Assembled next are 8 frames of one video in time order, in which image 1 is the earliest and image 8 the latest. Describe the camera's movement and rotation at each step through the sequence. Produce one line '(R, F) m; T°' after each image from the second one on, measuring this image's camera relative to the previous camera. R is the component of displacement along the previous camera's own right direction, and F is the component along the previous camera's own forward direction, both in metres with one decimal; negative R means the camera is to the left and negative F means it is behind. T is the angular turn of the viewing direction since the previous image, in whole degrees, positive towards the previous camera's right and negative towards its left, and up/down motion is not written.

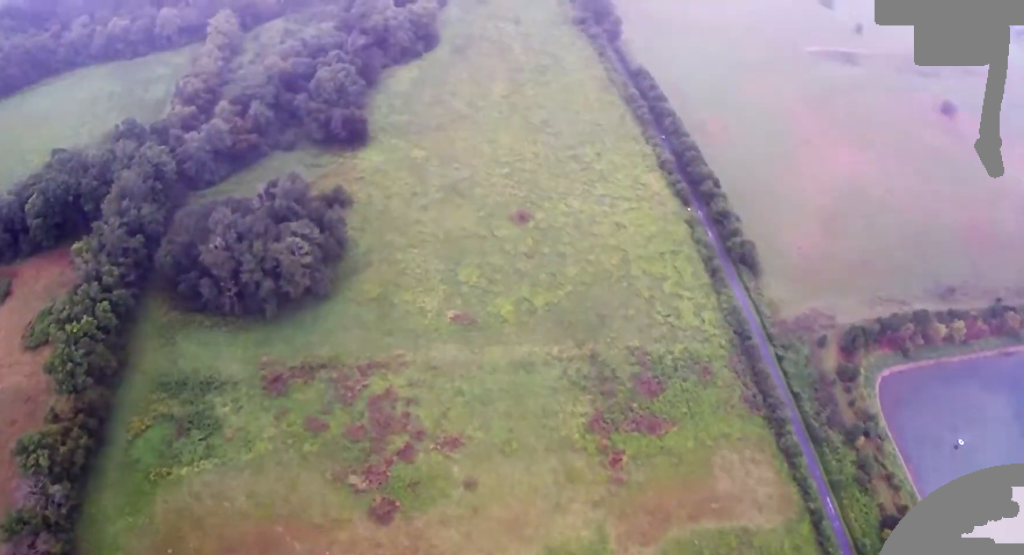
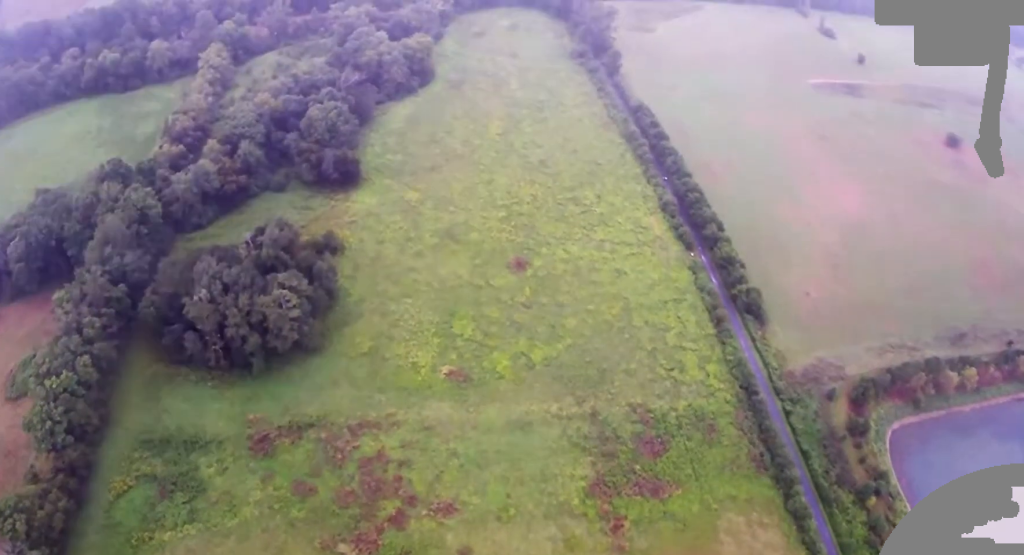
(0.0, +13.3) m; -1°
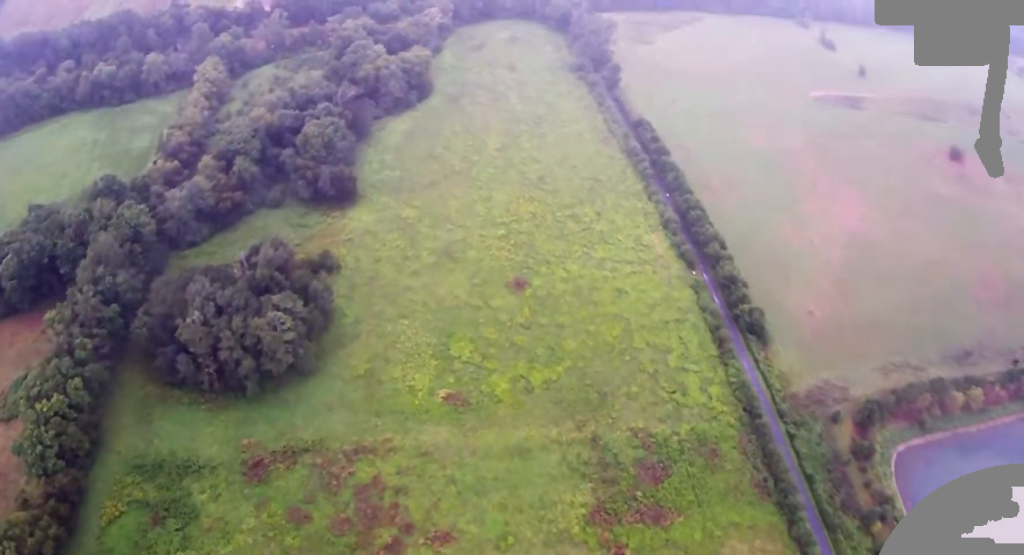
(0.0, +5.7) m; 0°
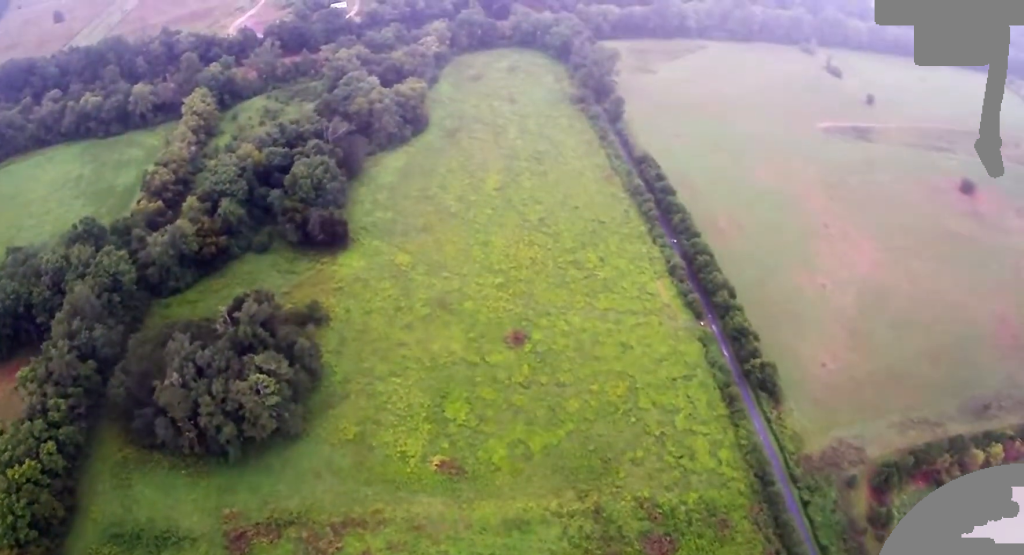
(-0.1, +17.8) m; 0°
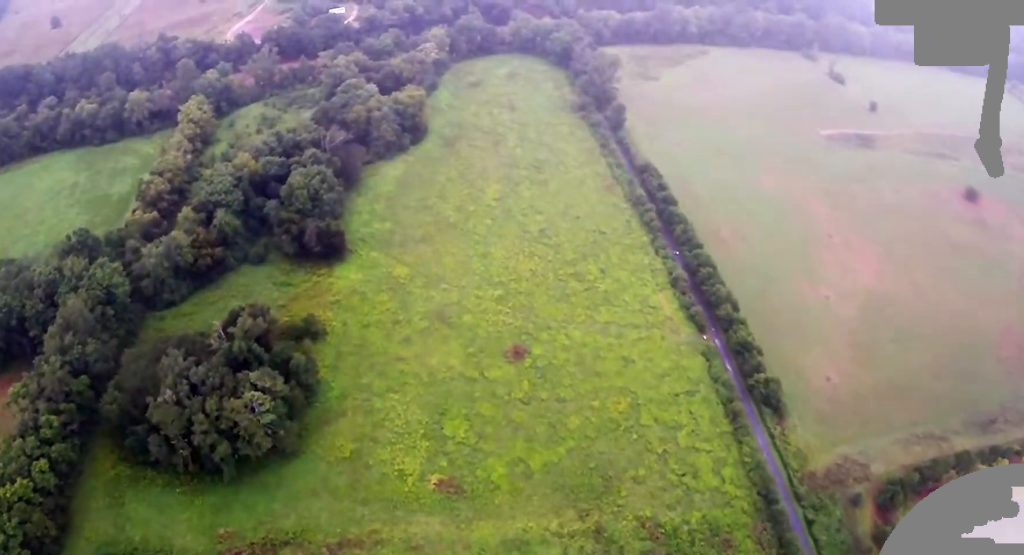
(0.0, +5.2) m; 0°
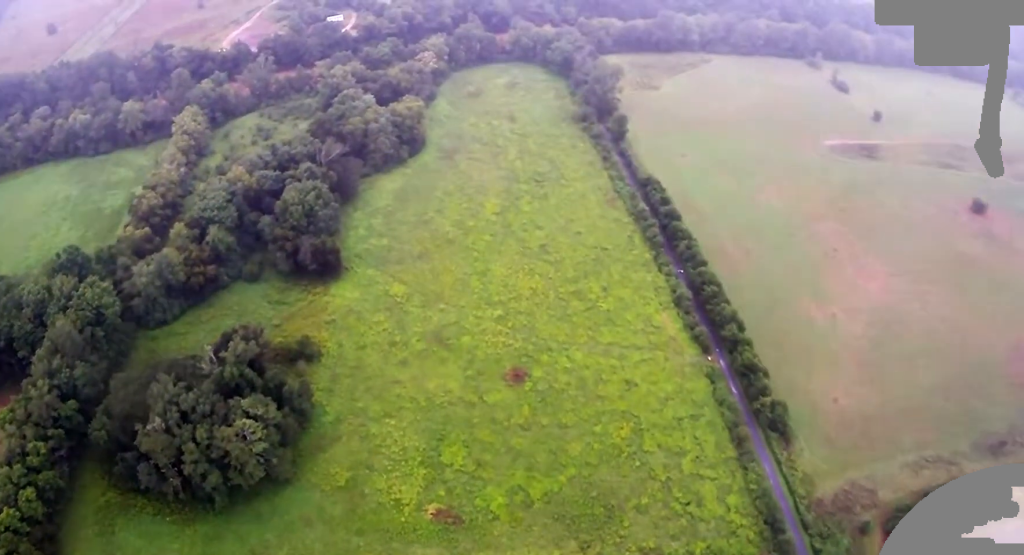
(0.0, +8.4) m; 0°
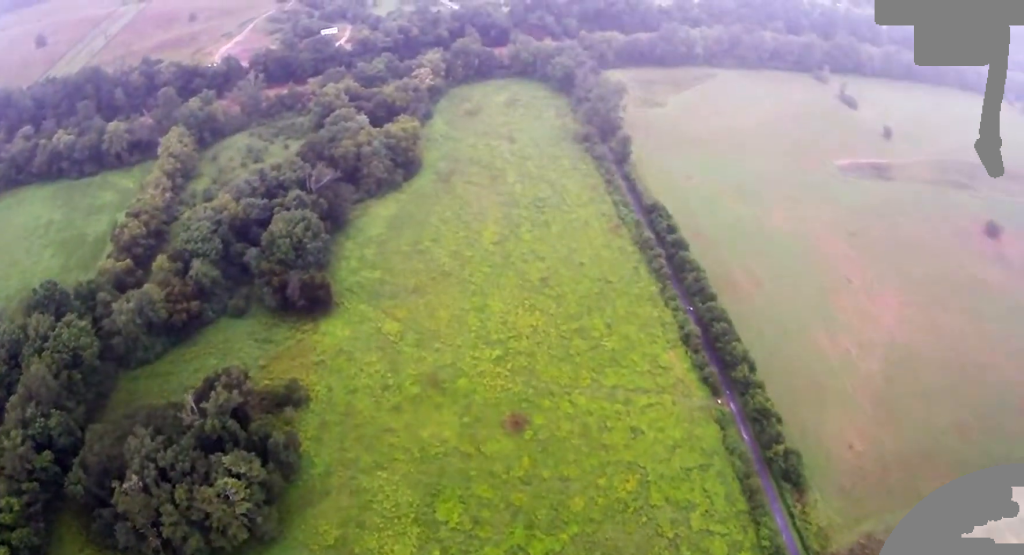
(0.0, +17.1) m; 0°
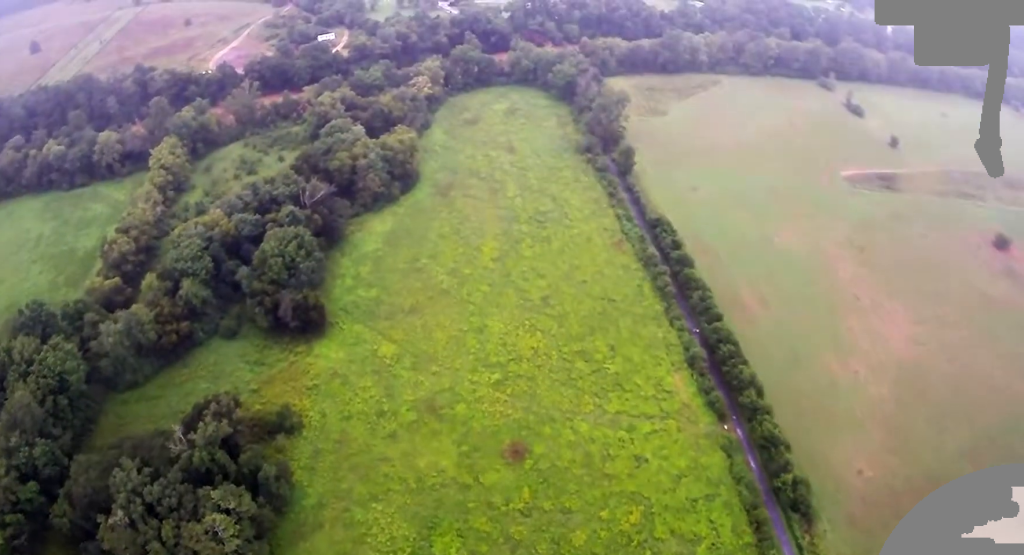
(0.0, +10.3) m; 0°
